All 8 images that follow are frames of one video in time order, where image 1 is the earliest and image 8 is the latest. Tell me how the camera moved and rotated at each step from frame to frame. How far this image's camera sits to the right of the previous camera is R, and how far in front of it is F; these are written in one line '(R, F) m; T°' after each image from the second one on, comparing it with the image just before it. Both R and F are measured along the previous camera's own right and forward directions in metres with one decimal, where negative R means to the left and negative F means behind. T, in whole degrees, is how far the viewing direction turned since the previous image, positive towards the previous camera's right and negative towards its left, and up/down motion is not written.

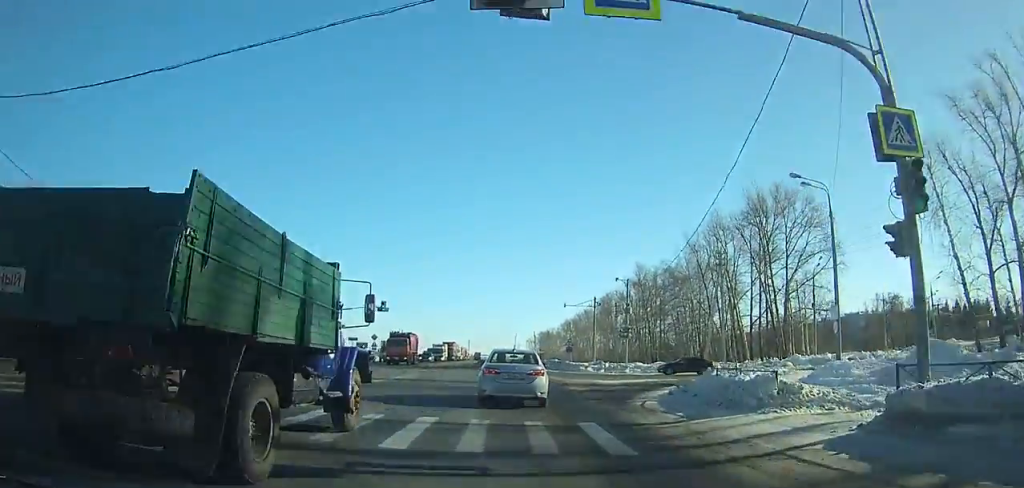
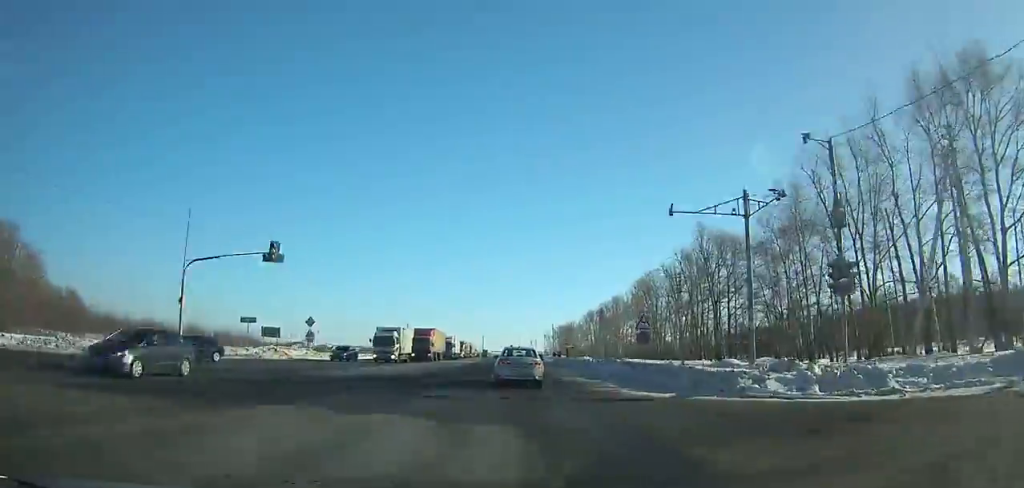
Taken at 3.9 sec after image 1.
(+0.1, +39.3) m; 0°
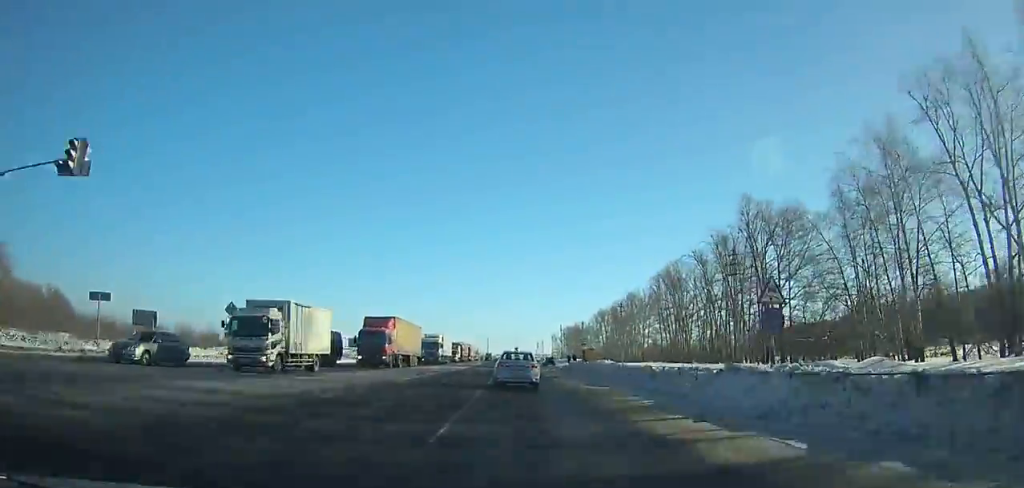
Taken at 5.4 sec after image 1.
(0.0, +19.1) m; 0°
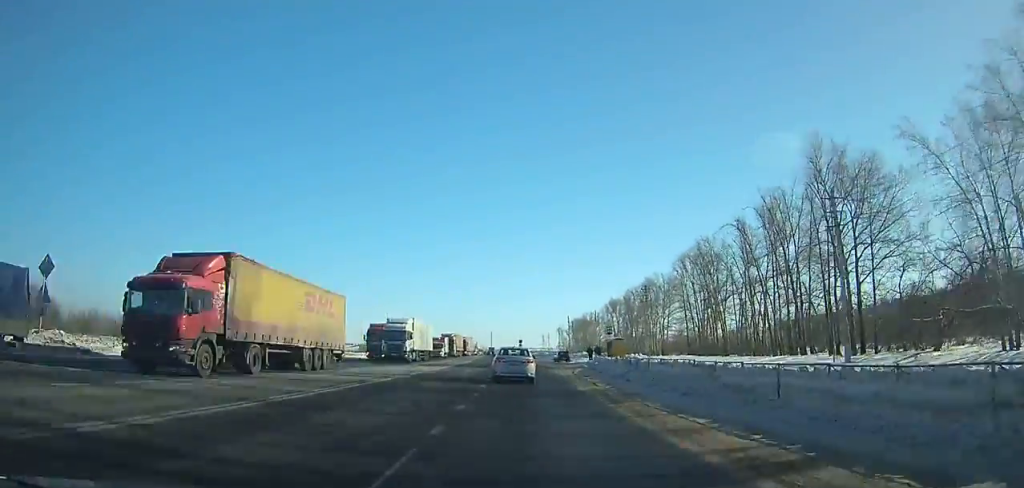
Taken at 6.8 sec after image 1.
(0.0, +21.2) m; -1°
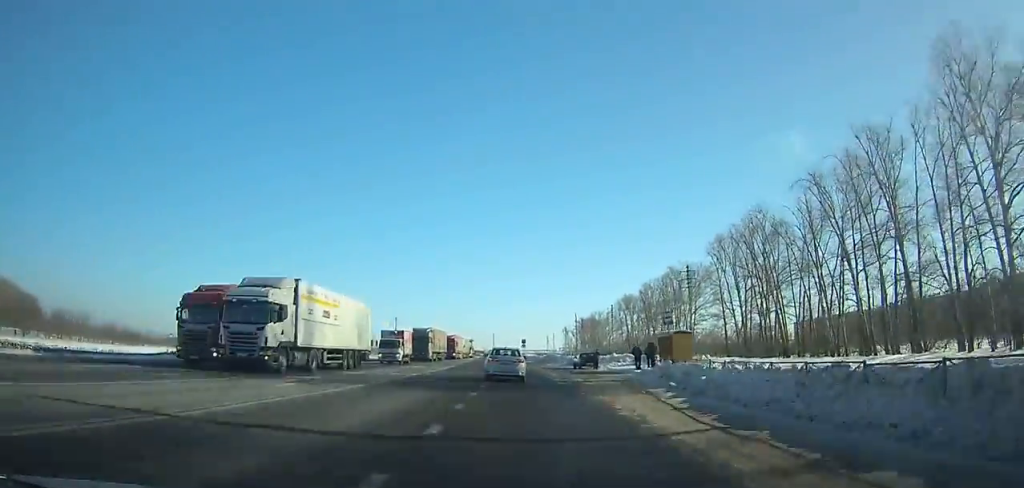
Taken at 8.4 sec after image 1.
(+0.1, +24.8) m; -1°
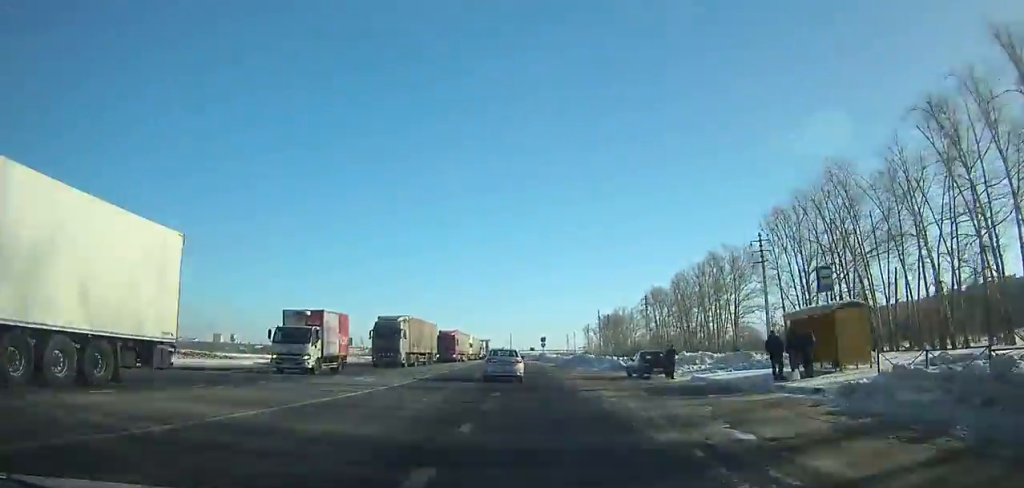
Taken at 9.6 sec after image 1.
(-0.4, +20.5) m; -1°
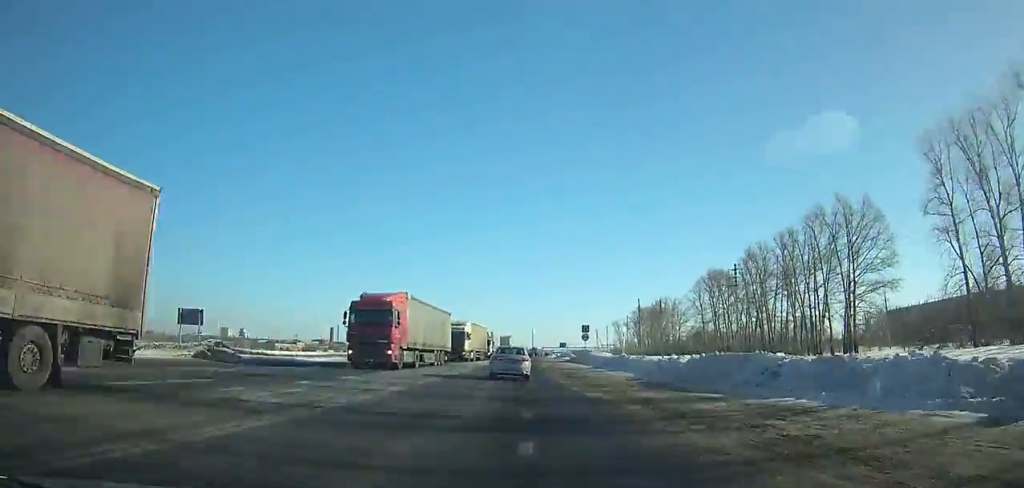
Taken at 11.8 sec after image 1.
(-0.6, +38.3) m; -2°
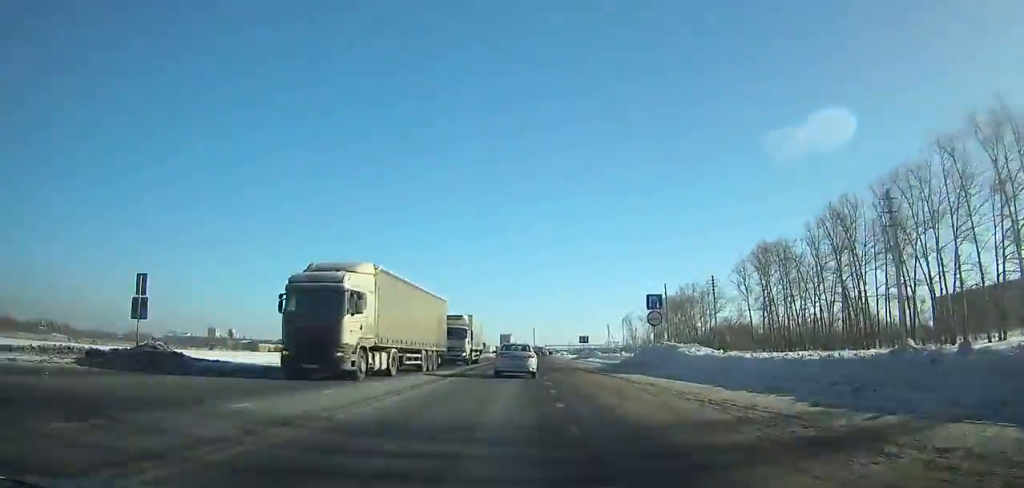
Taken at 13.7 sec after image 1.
(-0.6, +34.5) m; 0°
